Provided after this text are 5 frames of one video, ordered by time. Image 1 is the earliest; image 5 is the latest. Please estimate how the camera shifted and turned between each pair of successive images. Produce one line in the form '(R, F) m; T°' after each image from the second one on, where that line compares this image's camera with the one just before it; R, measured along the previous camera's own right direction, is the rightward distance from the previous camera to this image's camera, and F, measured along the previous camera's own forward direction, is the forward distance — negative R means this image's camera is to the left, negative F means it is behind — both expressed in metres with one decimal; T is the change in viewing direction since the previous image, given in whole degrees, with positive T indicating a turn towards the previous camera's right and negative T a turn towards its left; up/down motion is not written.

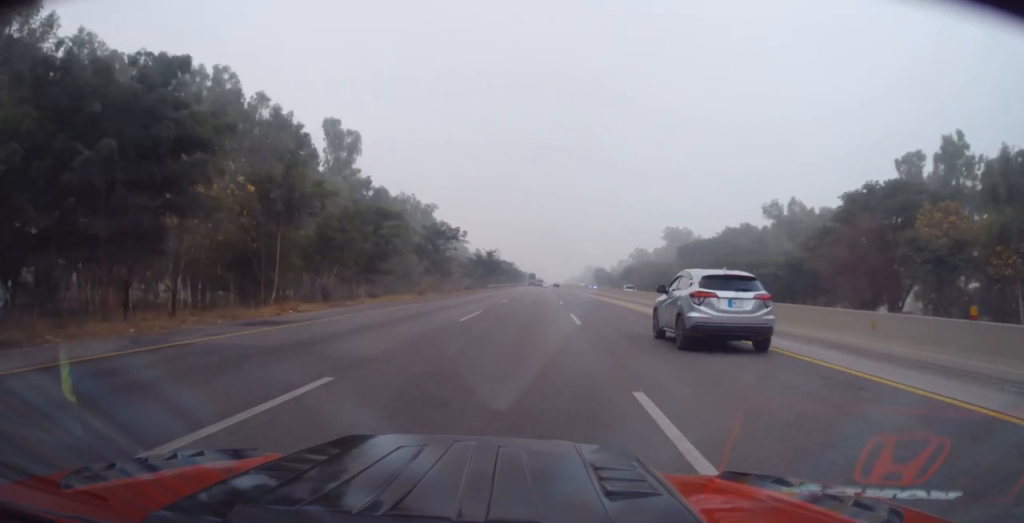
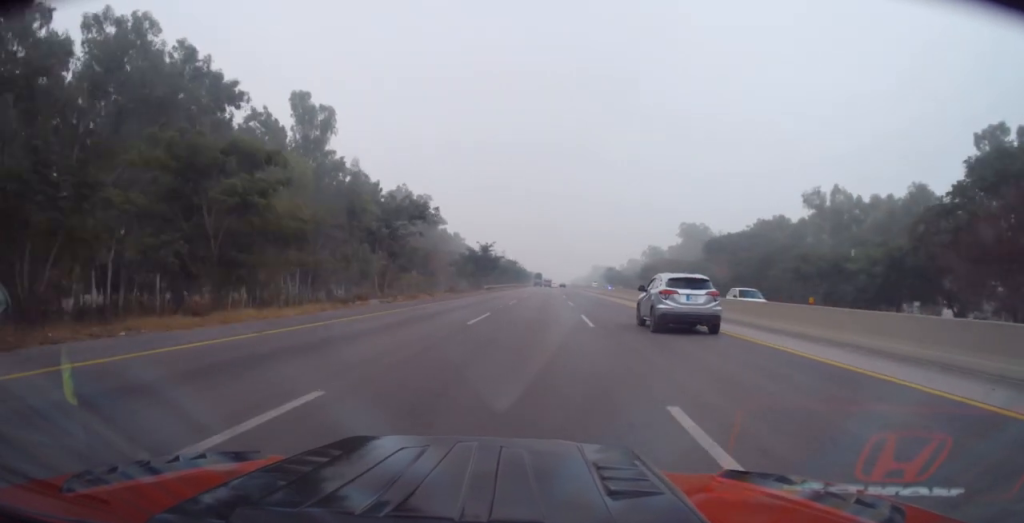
(-0.3, +18.8) m; 0°
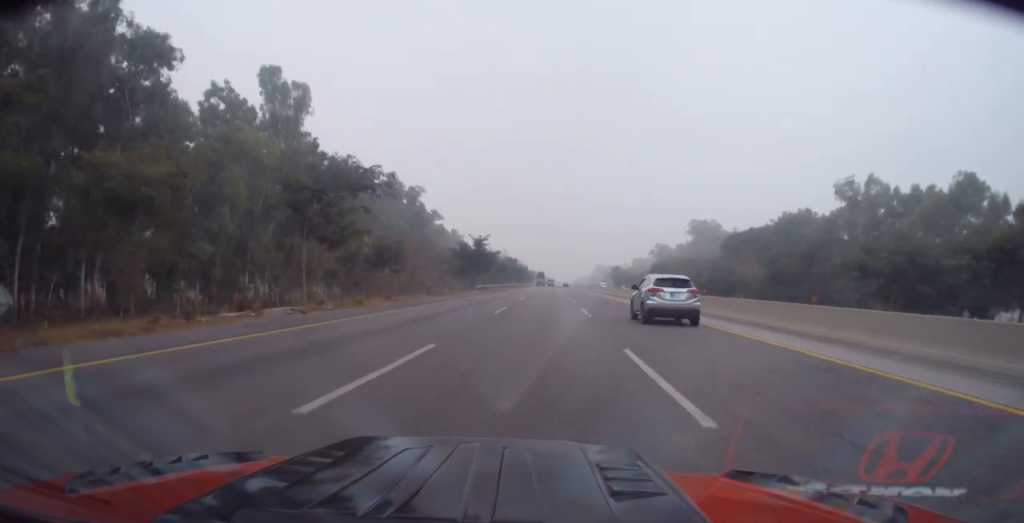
(+0.1, +12.7) m; 0°
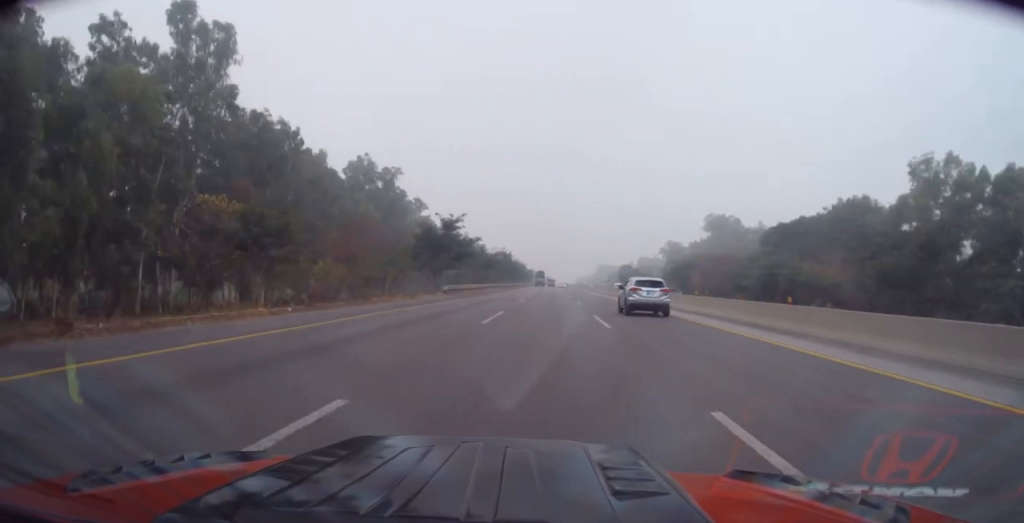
(+0.1, +23.7) m; 0°
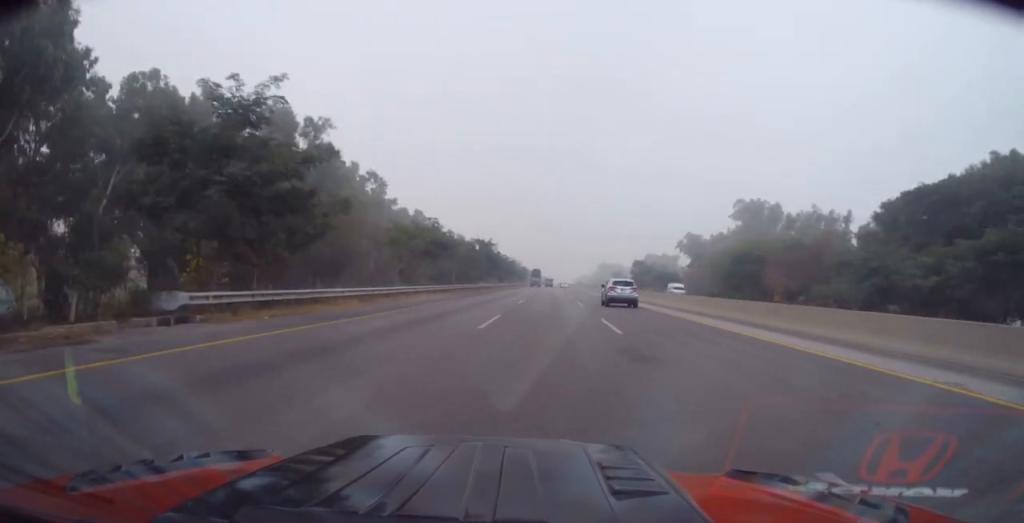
(0.0, +37.9) m; 0°
